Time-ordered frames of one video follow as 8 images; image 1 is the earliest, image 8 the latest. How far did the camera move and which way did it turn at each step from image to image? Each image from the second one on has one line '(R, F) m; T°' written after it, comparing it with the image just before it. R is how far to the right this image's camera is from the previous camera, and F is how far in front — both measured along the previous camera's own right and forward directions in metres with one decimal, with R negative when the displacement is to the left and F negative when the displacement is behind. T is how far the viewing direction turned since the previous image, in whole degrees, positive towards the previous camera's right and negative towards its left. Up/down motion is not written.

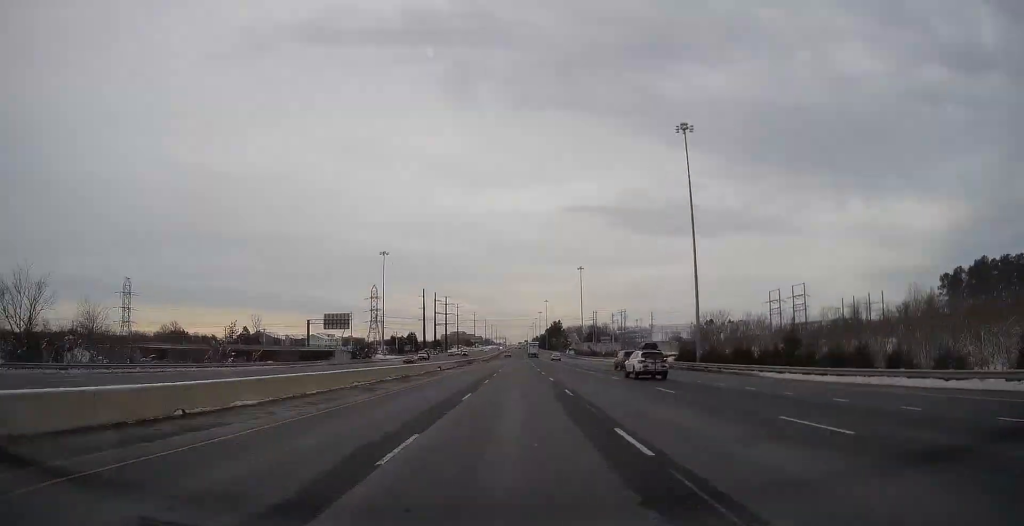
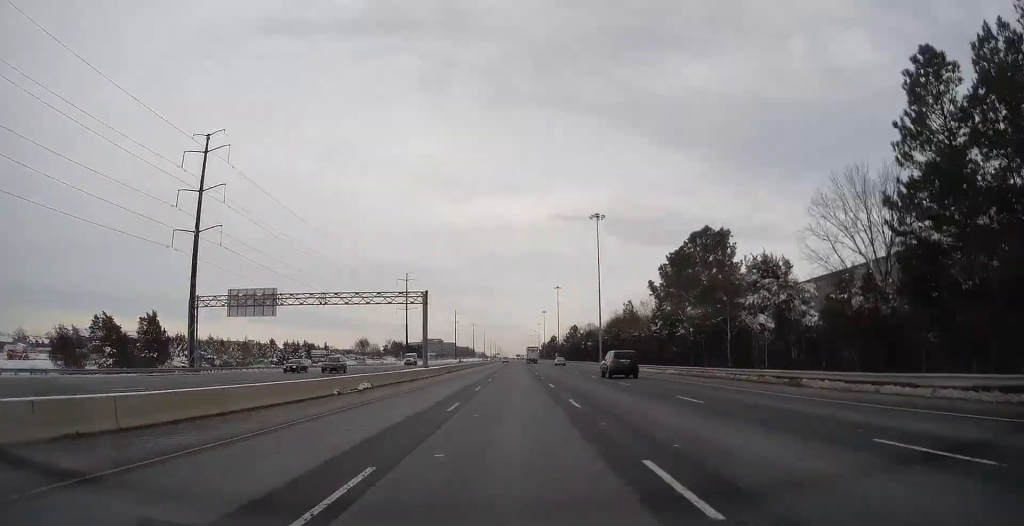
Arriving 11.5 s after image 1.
(+1.3, +343.5) m; 0°
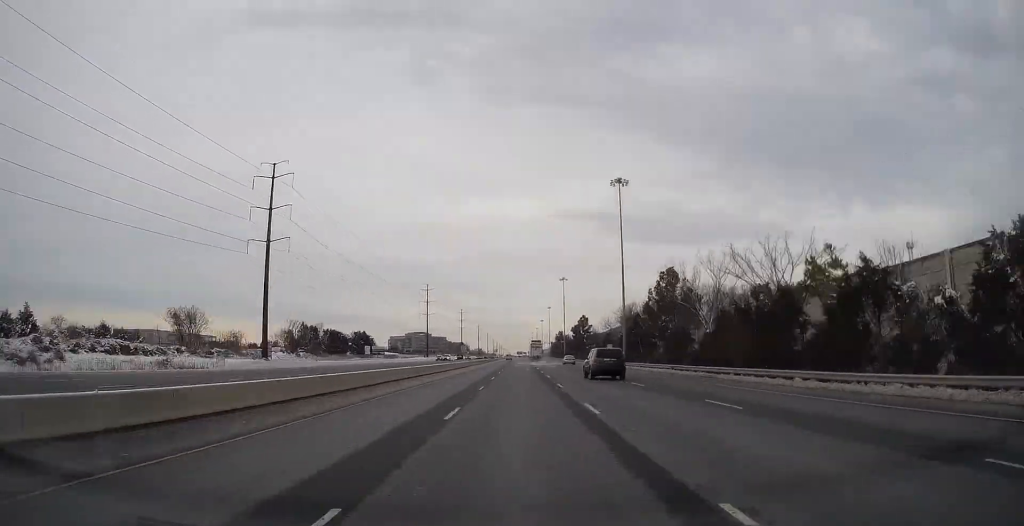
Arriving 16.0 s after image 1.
(+0.1, +135.4) m; 0°
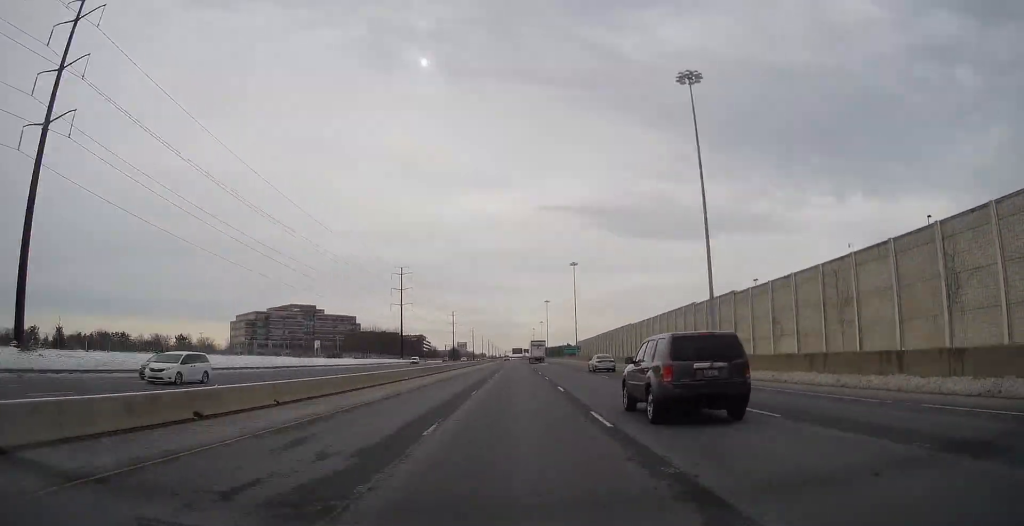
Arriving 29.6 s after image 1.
(-1.1, +425.2) m; 0°
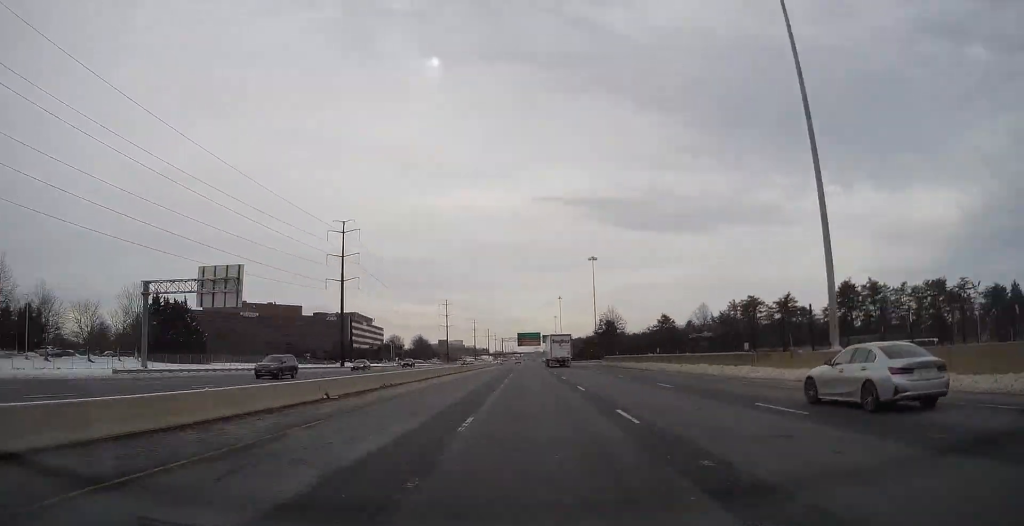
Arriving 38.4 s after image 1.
(-0.6, +331.6) m; 0°
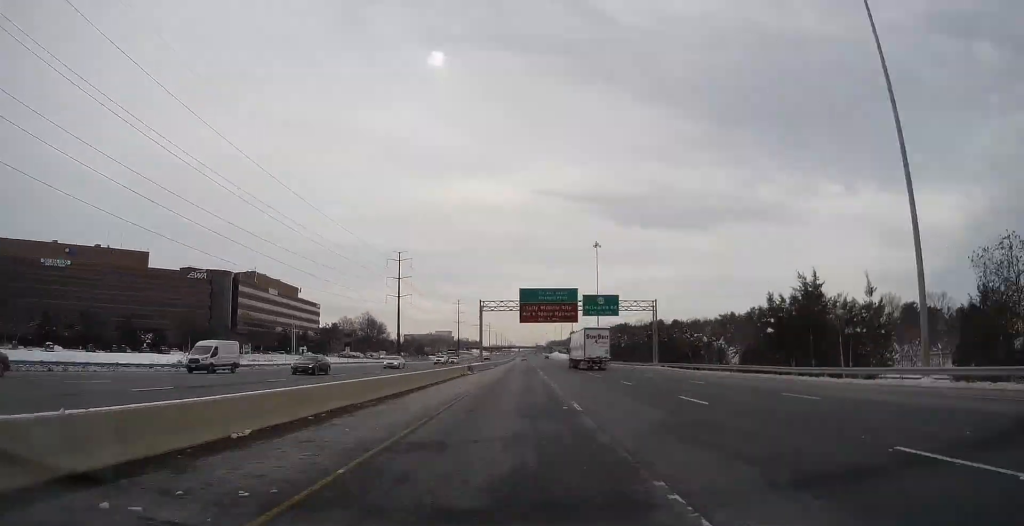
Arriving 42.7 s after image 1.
(+0.2, +197.8) m; 0°
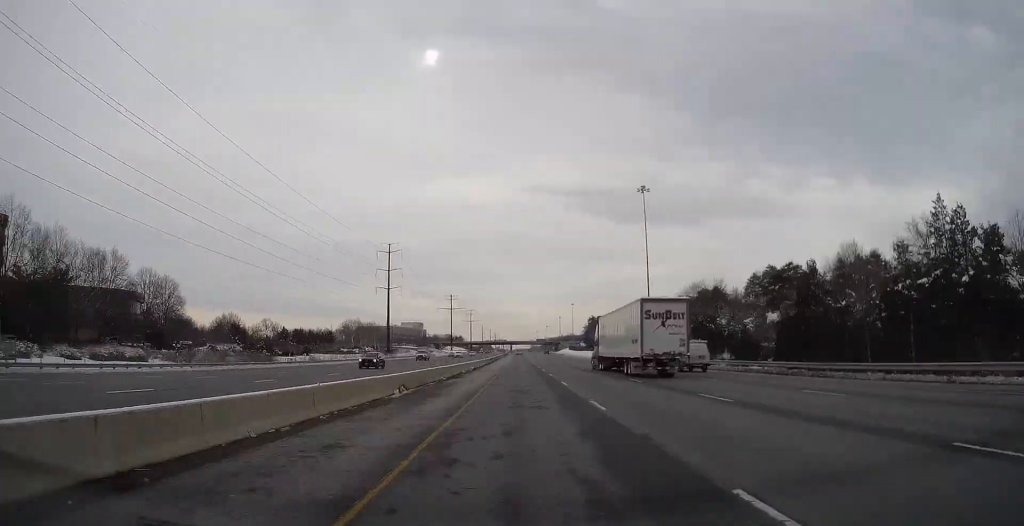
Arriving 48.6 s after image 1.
(+0.2, +250.6) m; 0°
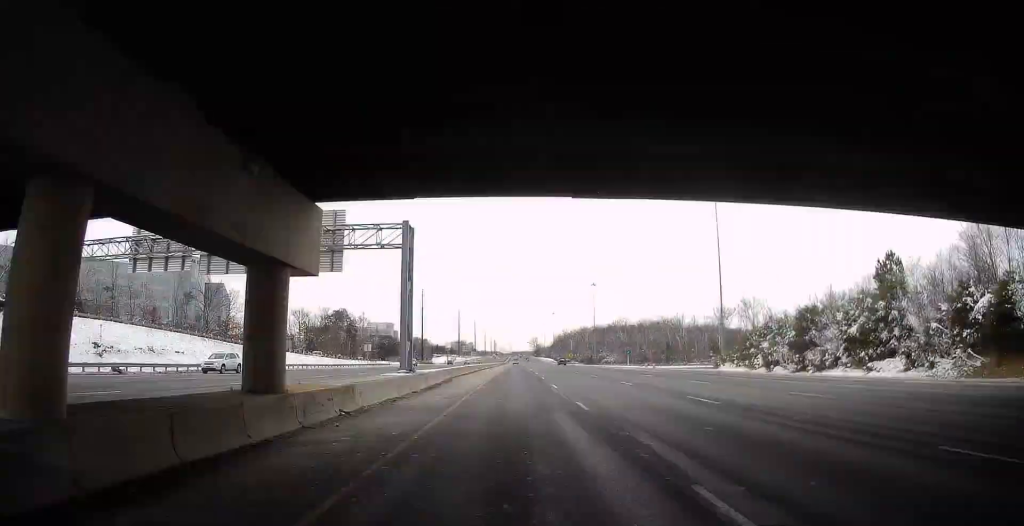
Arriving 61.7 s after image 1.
(+1.4, +356.5) m; 0°
